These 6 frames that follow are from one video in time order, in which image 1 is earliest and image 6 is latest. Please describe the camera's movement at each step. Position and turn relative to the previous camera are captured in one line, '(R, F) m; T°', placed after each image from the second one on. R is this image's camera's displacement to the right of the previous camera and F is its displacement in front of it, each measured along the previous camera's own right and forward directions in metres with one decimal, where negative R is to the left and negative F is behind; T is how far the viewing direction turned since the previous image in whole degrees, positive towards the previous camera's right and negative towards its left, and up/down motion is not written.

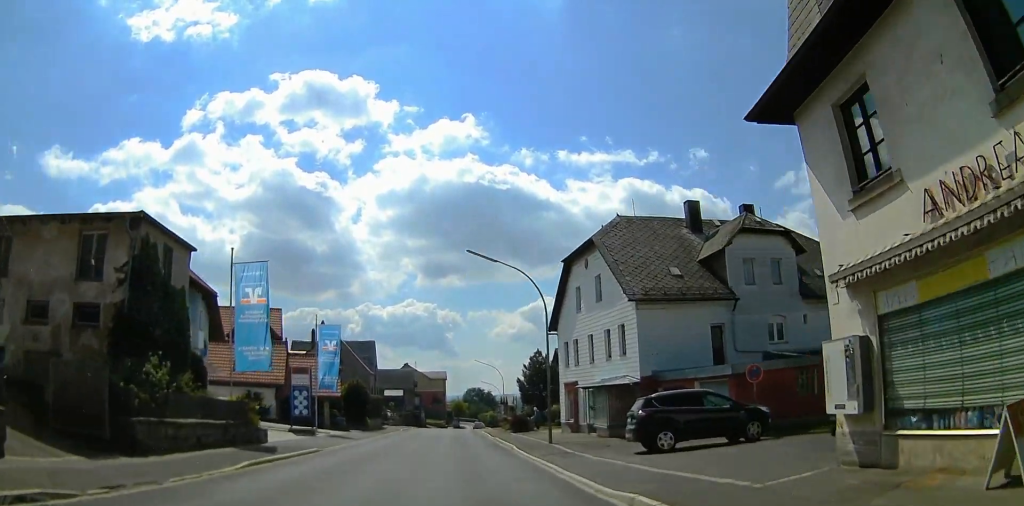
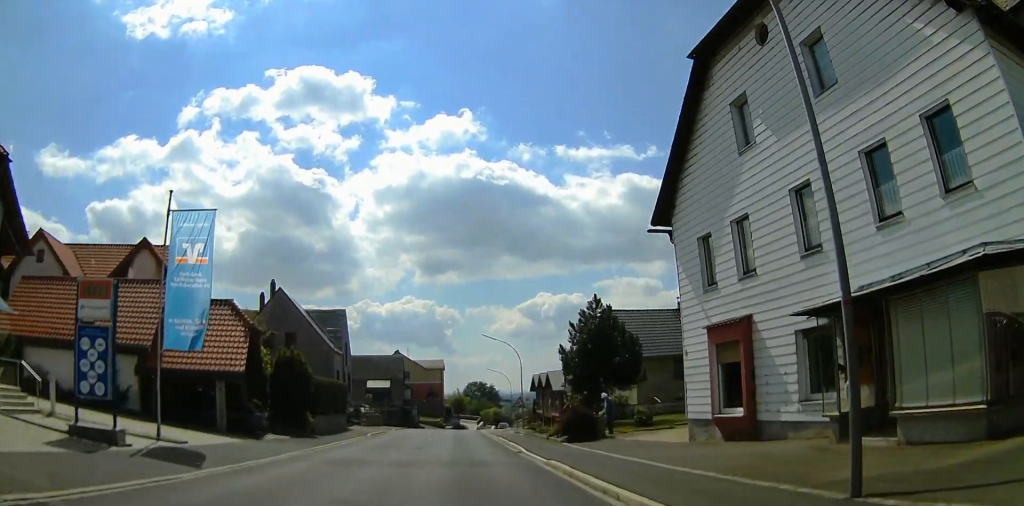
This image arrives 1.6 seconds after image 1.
(+0.4, +19.7) m; +1°
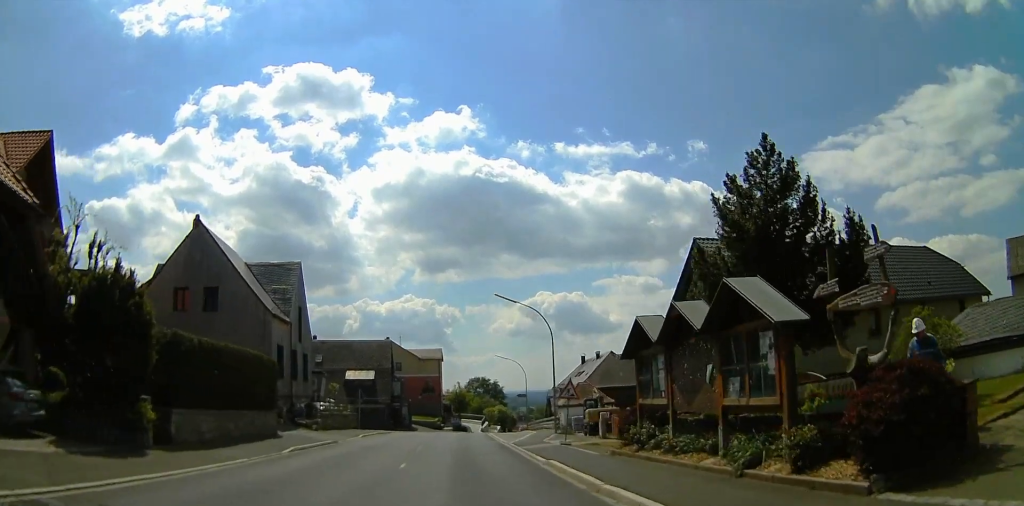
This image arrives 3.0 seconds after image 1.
(-0.5, +16.0) m; -3°
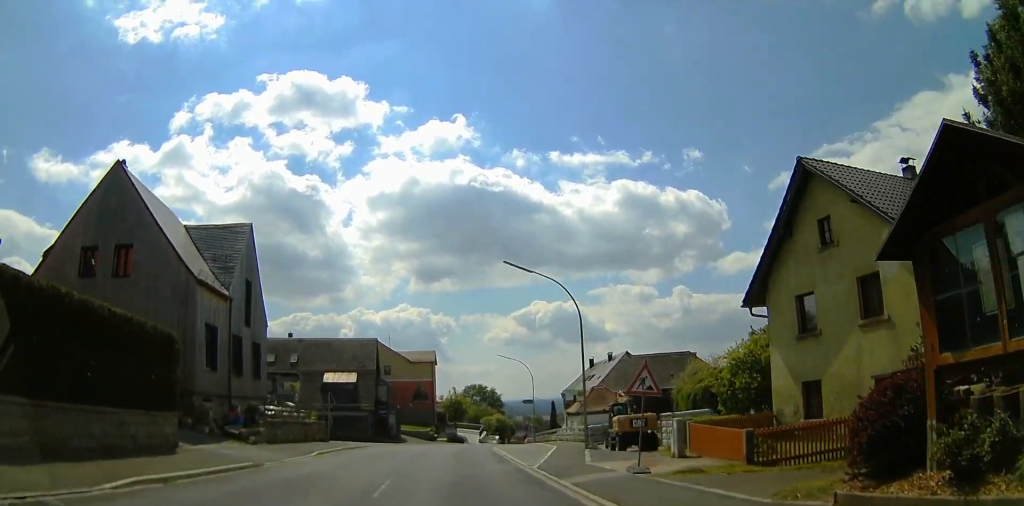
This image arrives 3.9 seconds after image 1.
(-0.2, +10.1) m; +2°
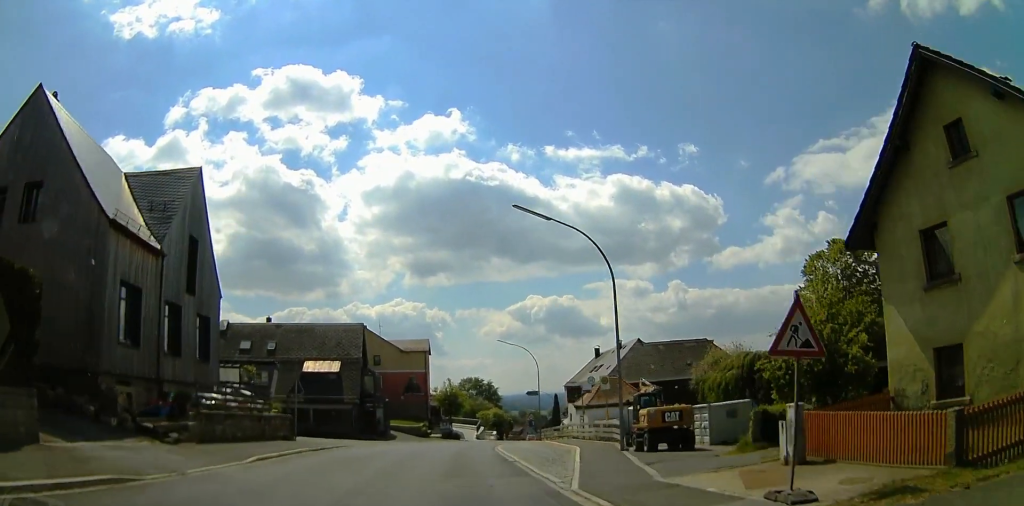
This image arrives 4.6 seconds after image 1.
(+0.4, +7.4) m; +1°
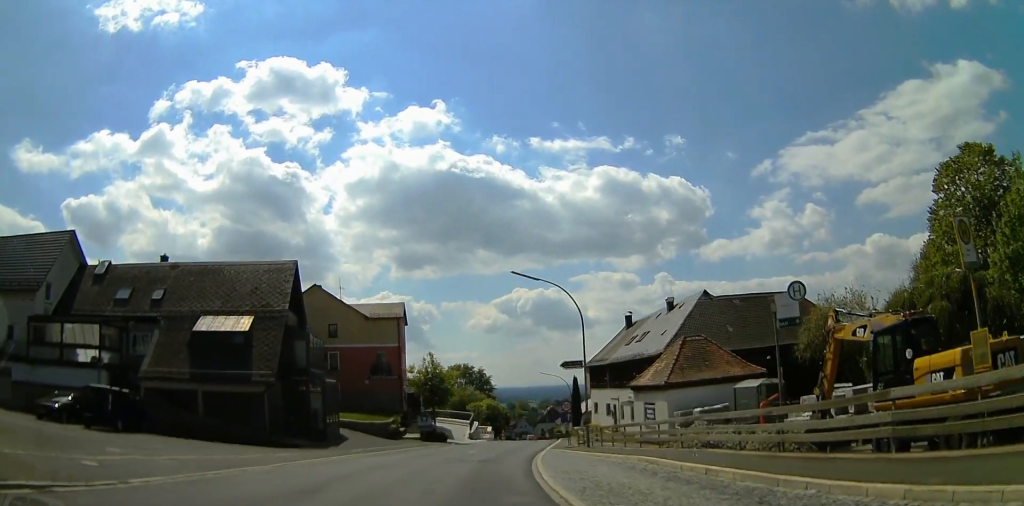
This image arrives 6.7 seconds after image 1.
(+0.1, +24.0) m; +2°
